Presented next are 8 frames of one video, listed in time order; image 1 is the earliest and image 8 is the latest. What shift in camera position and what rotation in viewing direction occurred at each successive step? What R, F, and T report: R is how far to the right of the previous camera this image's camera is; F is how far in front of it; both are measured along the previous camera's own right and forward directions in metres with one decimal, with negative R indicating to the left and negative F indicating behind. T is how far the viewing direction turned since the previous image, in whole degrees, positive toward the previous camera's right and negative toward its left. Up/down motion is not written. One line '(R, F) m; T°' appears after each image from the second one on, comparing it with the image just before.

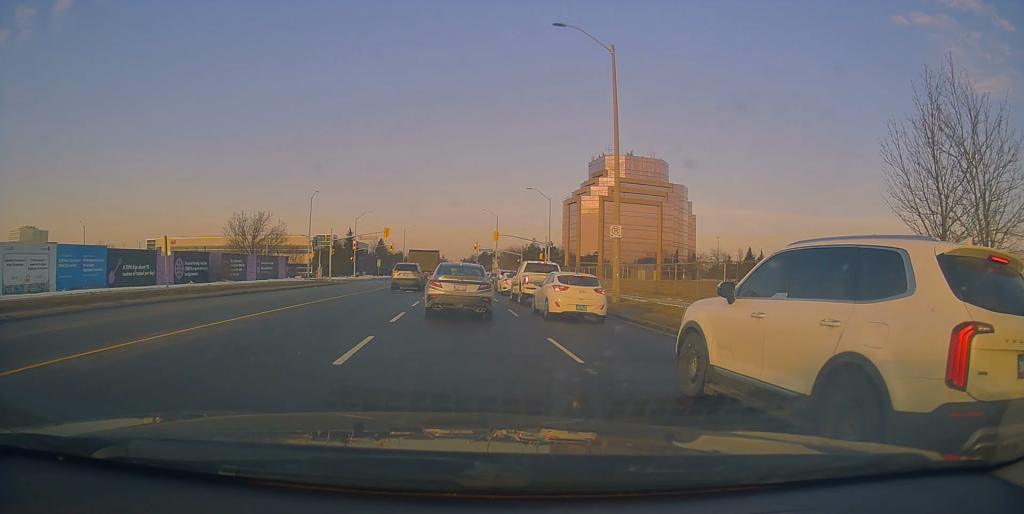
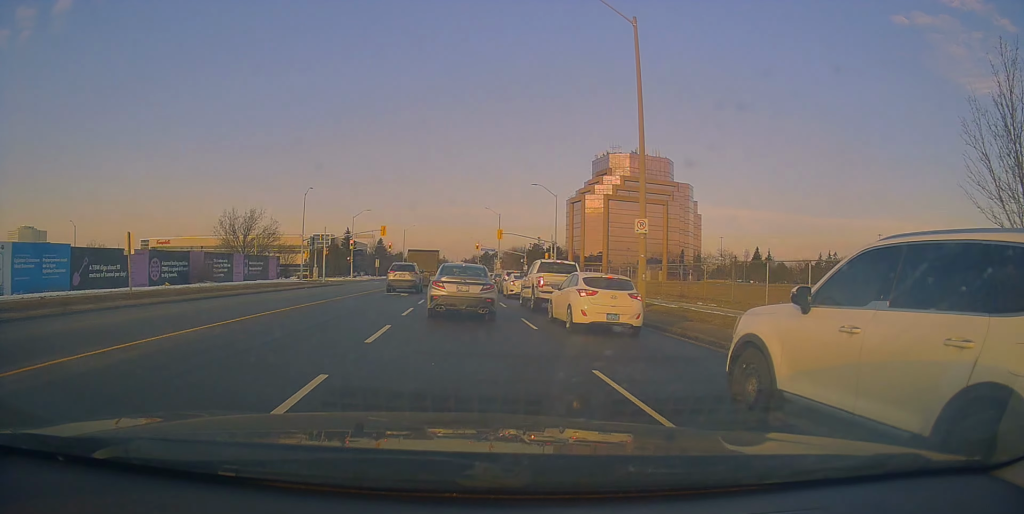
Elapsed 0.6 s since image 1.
(-0.2, +3.7) m; -1°
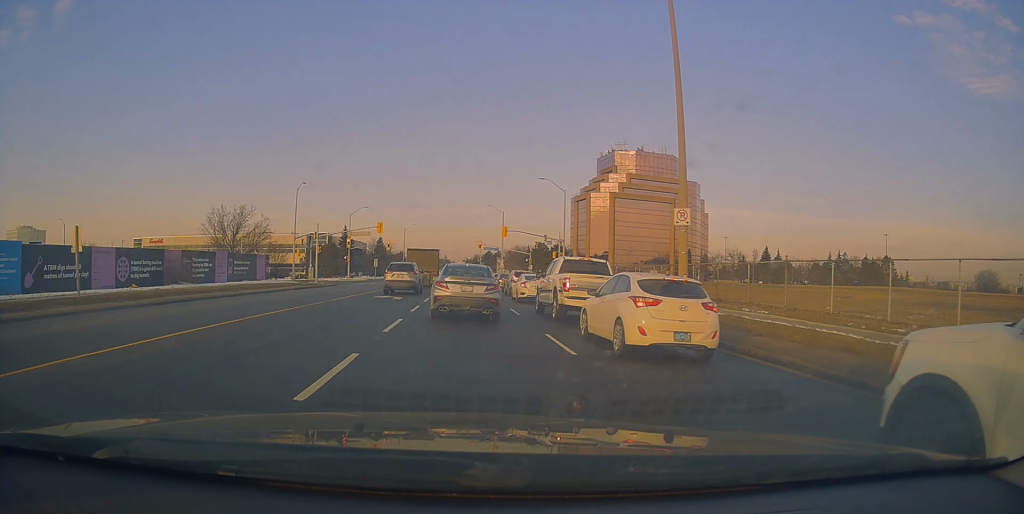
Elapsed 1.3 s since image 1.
(+0.2, +4.2) m; +3°
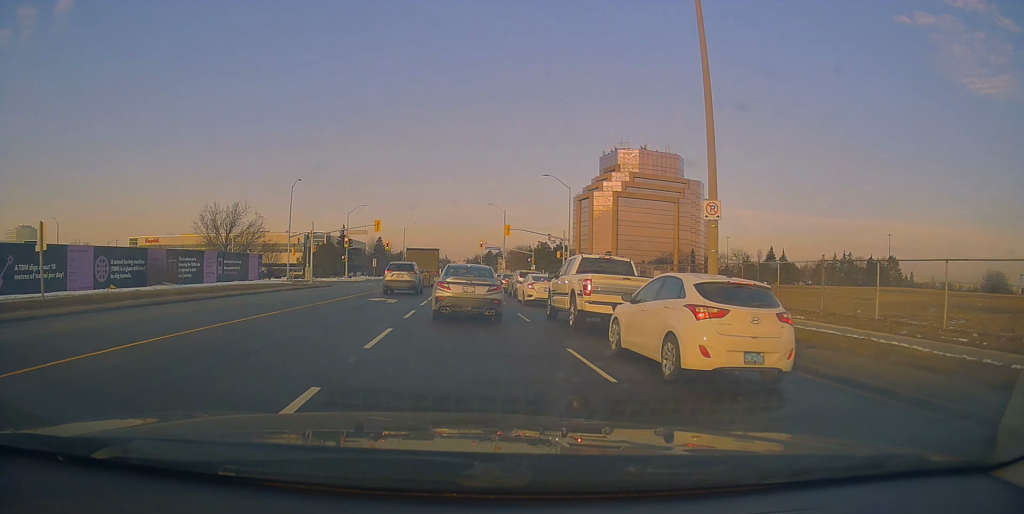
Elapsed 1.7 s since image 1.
(0.0, +2.3) m; 0°
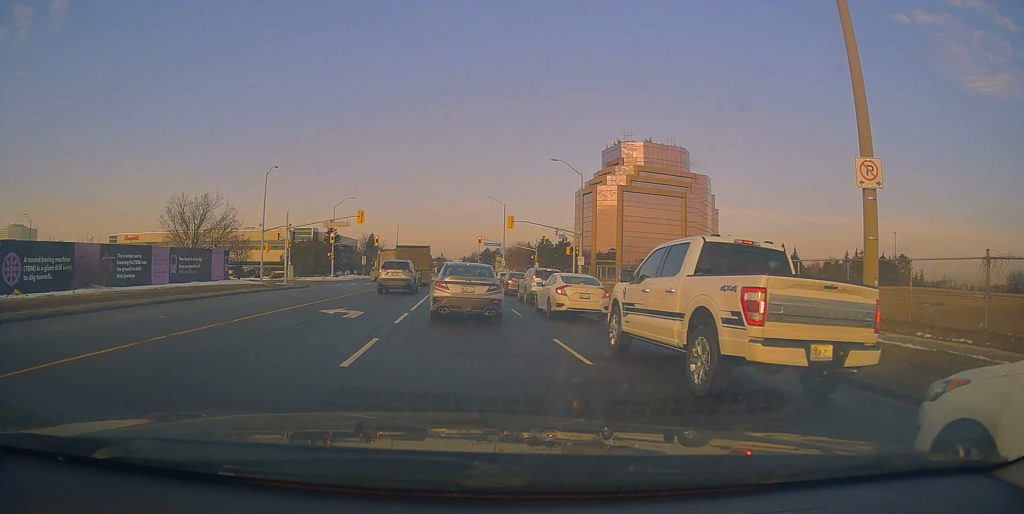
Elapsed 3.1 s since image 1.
(-0.1, +7.7) m; -1°
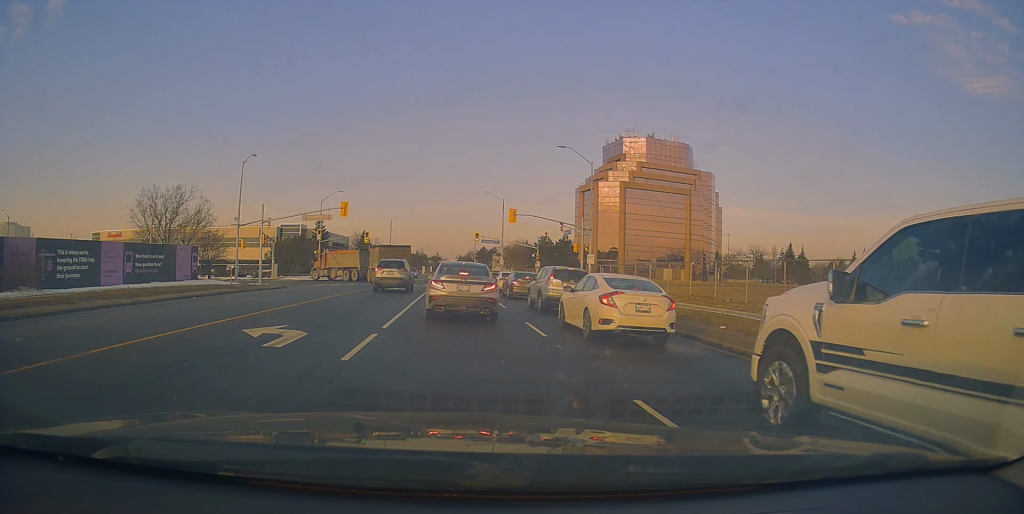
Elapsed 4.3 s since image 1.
(0.0, +5.9) m; +5°
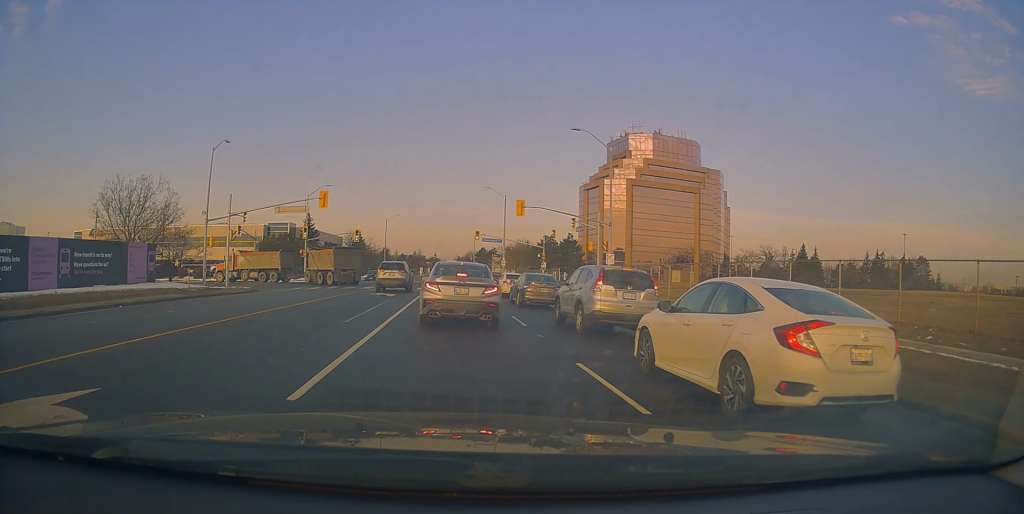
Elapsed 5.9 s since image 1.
(+0.2, +6.5) m; -5°
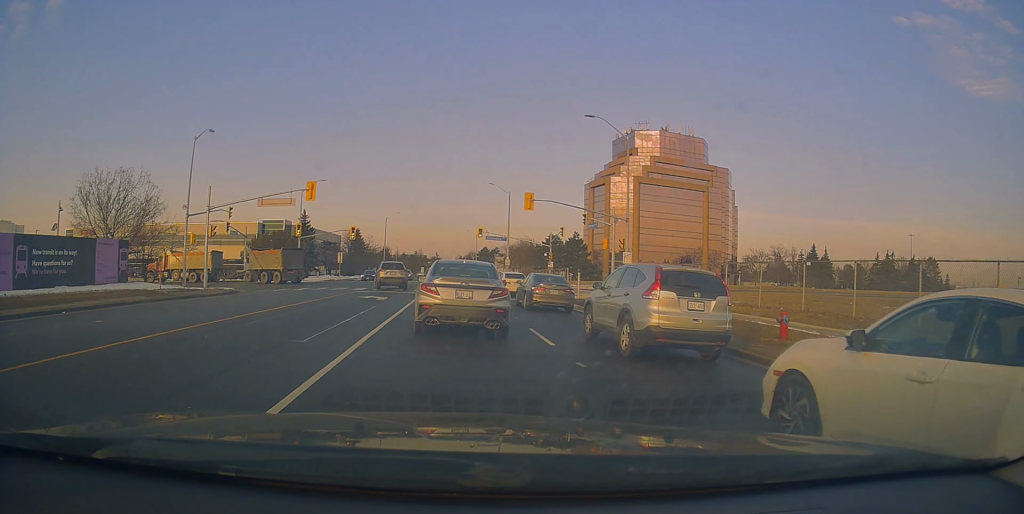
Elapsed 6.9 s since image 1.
(-0.3, +3.7) m; 0°
